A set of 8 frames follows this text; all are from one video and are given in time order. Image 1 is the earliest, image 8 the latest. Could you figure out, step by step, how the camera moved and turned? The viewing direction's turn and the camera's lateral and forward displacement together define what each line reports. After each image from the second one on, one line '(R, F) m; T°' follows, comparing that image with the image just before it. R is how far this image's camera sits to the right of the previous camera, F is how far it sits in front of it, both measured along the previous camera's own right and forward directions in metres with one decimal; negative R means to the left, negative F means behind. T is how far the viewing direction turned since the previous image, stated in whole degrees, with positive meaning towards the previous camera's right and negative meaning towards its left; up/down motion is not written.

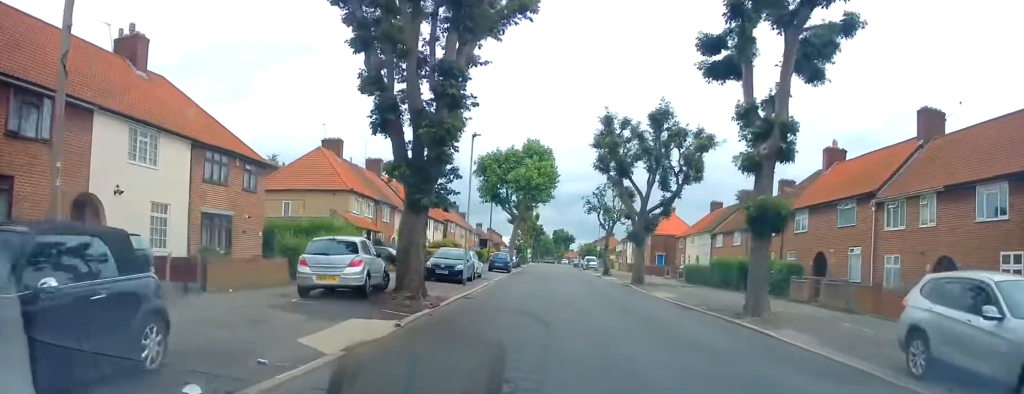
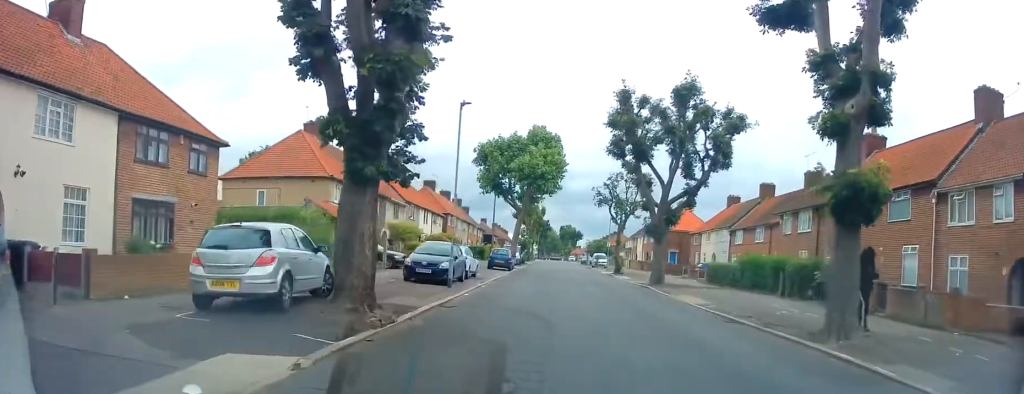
(+0.6, +4.6) m; 0°
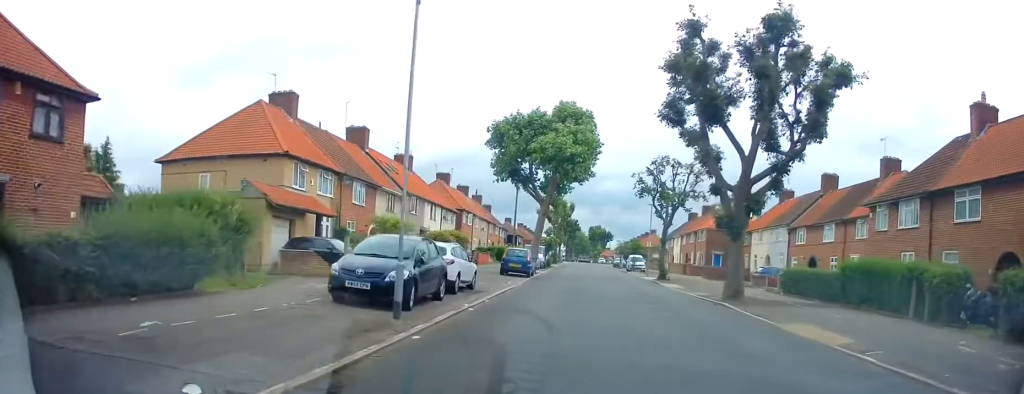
(-0.7, +9.0) m; -7°
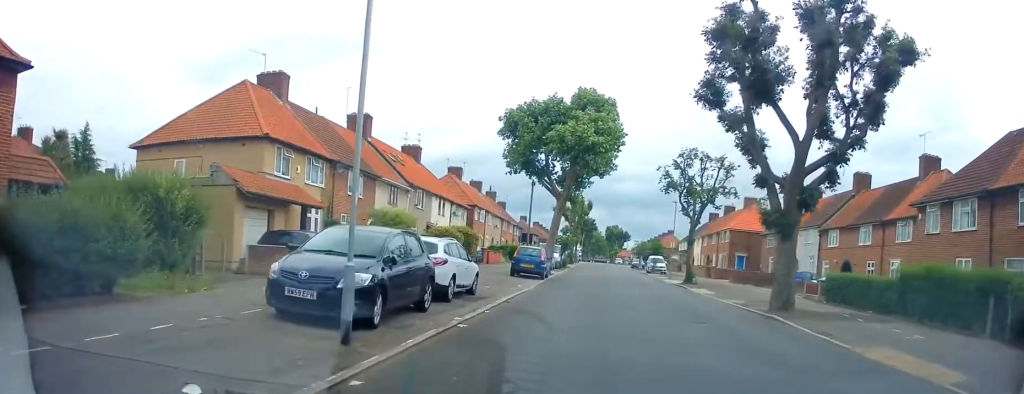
(+0.1, +3.2) m; +1°
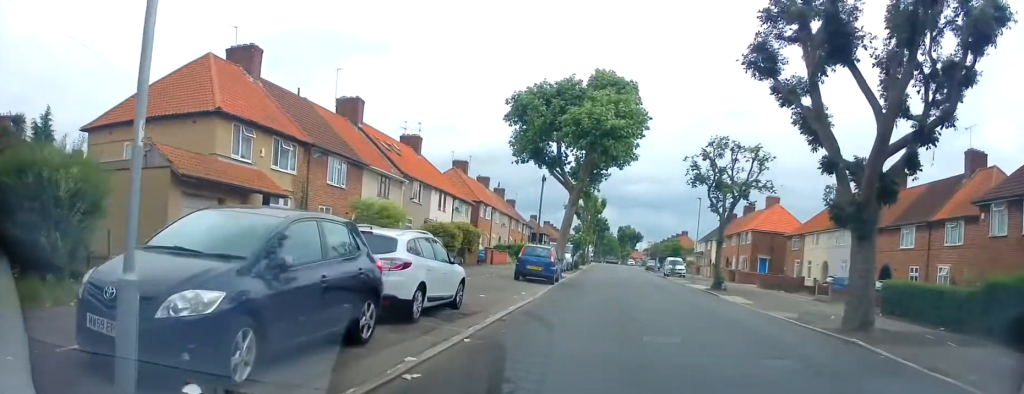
(0.0, +4.2) m; -2°
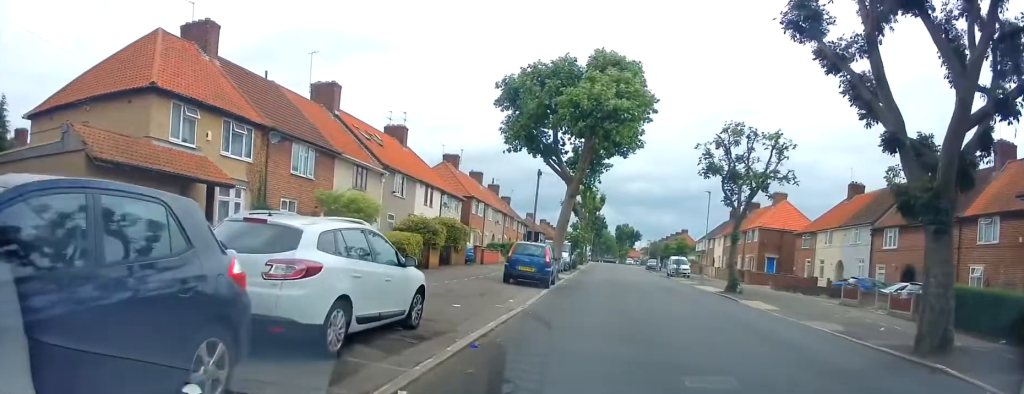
(-0.1, +3.3) m; 0°
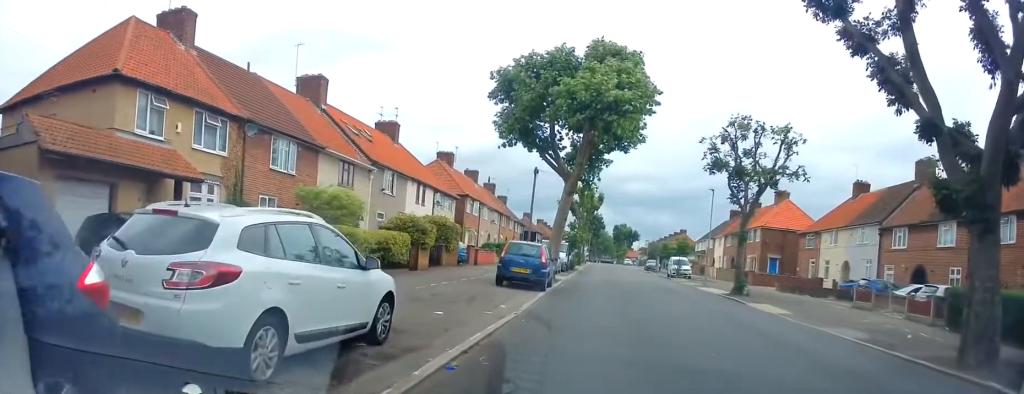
(-0.1, +1.6) m; +1°
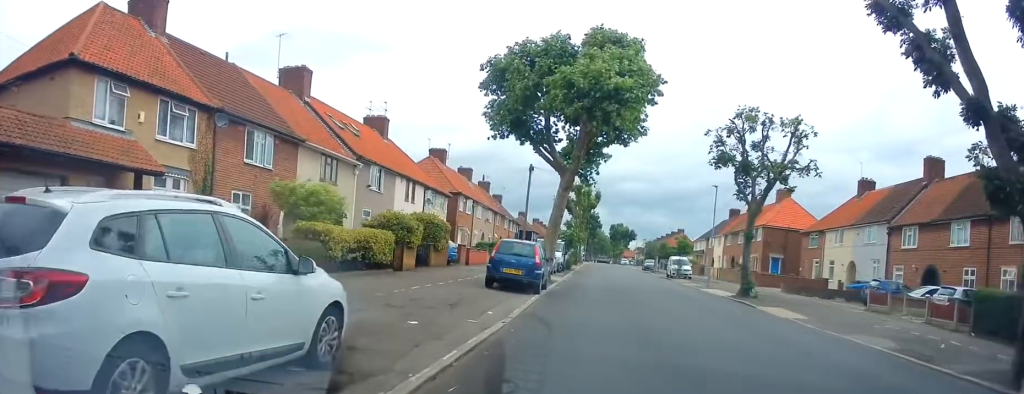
(+0.1, +1.6) m; +3°
